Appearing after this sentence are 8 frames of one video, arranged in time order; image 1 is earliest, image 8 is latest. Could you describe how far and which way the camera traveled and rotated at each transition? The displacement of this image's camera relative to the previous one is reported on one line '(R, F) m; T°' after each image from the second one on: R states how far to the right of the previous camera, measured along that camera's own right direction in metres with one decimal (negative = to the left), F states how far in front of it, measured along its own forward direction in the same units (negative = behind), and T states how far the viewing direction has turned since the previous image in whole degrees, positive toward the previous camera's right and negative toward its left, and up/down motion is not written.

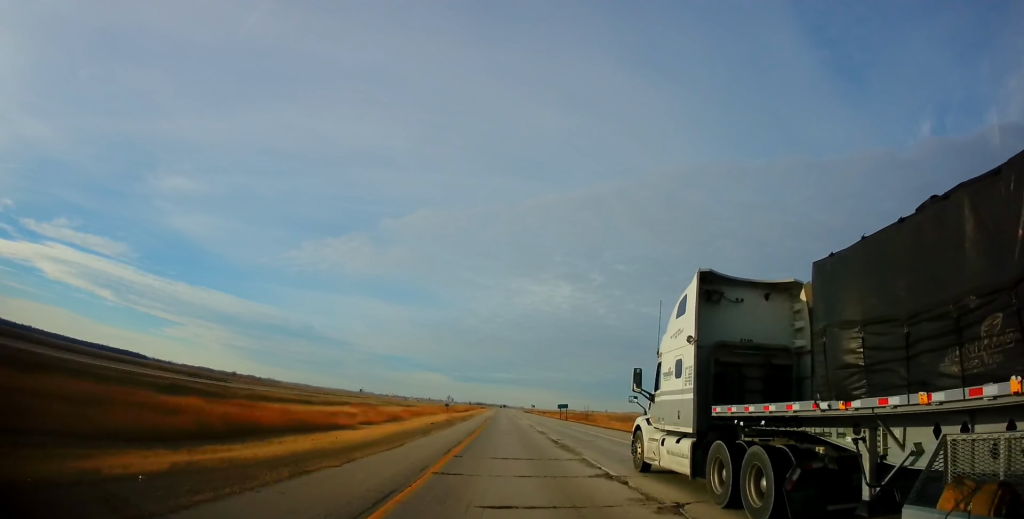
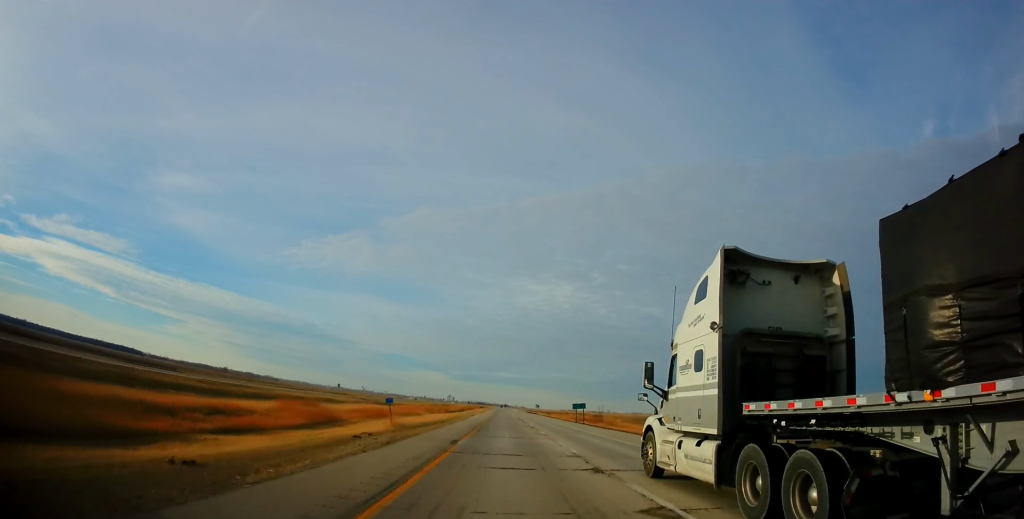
(+0.3, +31.3) m; 0°
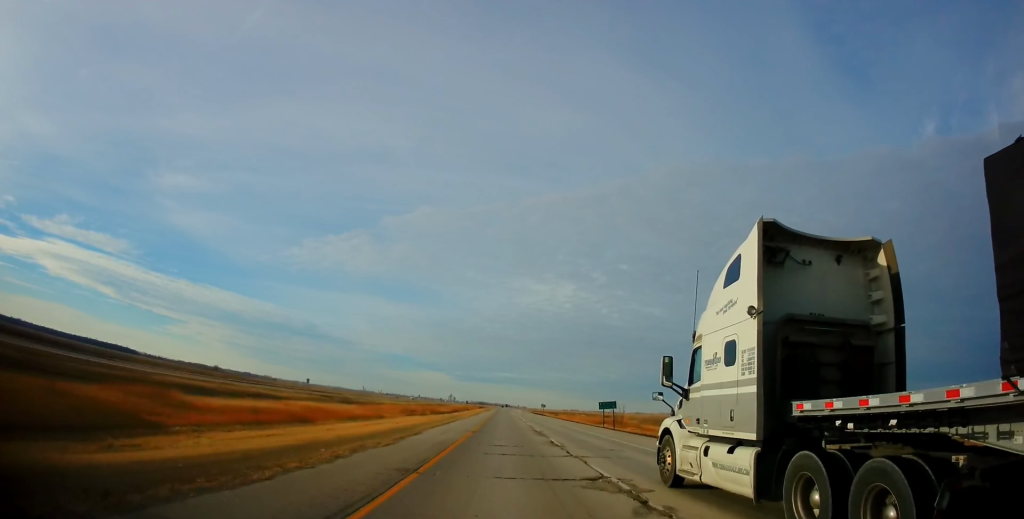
(-0.3, +32.3) m; -1°
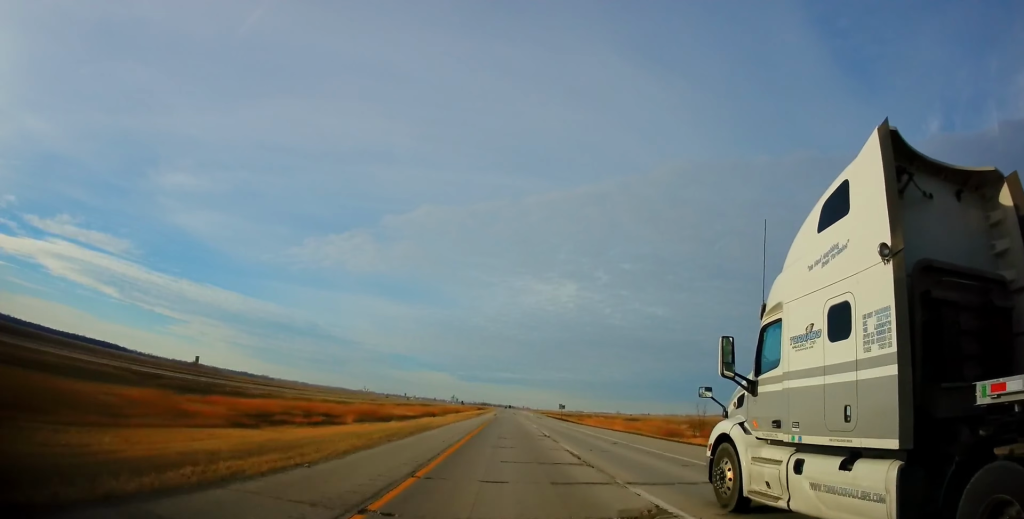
(-0.3, +64.0) m; 0°
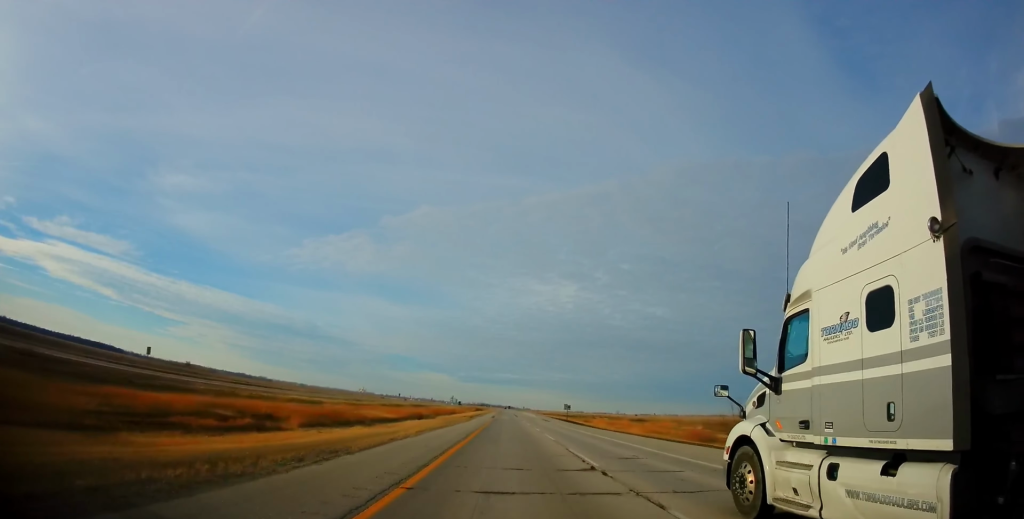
(+0.1, +15.7) m; 0°
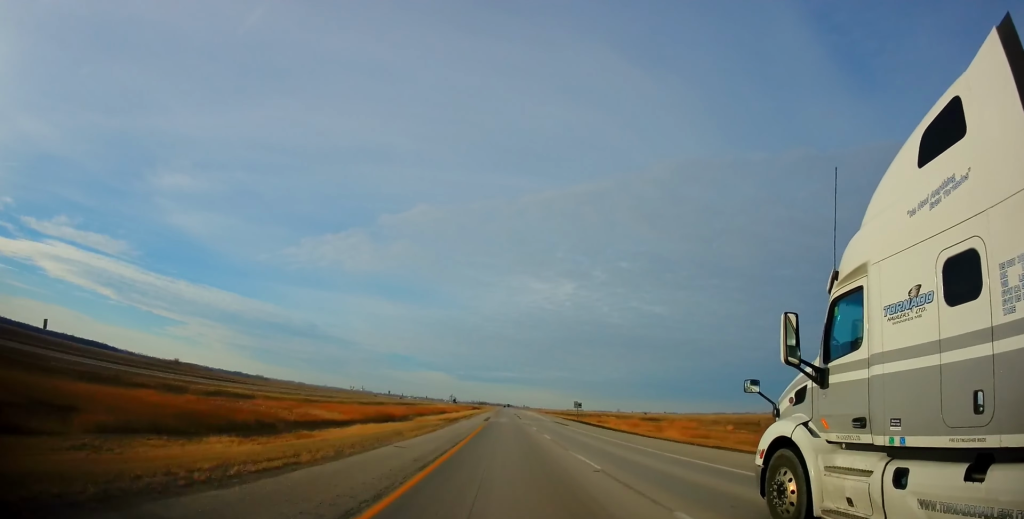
(+0.1, +24.6) m; 0°
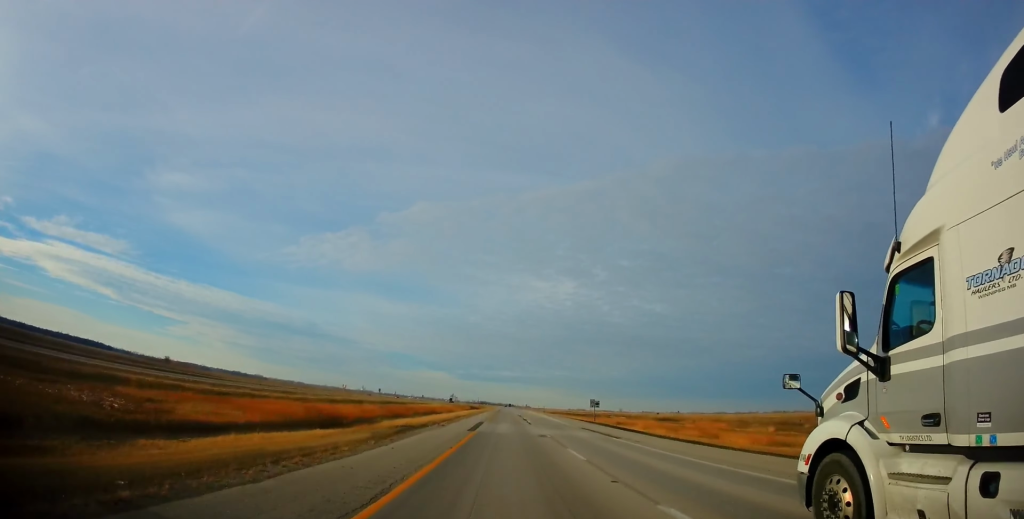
(-0.3, +23.7) m; 0°
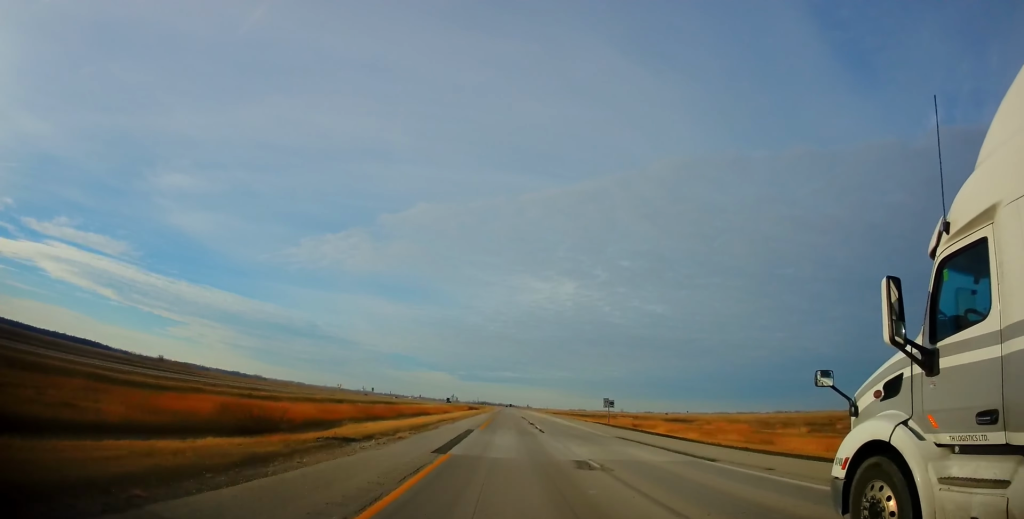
(+0.2, +14.8) m; 0°
